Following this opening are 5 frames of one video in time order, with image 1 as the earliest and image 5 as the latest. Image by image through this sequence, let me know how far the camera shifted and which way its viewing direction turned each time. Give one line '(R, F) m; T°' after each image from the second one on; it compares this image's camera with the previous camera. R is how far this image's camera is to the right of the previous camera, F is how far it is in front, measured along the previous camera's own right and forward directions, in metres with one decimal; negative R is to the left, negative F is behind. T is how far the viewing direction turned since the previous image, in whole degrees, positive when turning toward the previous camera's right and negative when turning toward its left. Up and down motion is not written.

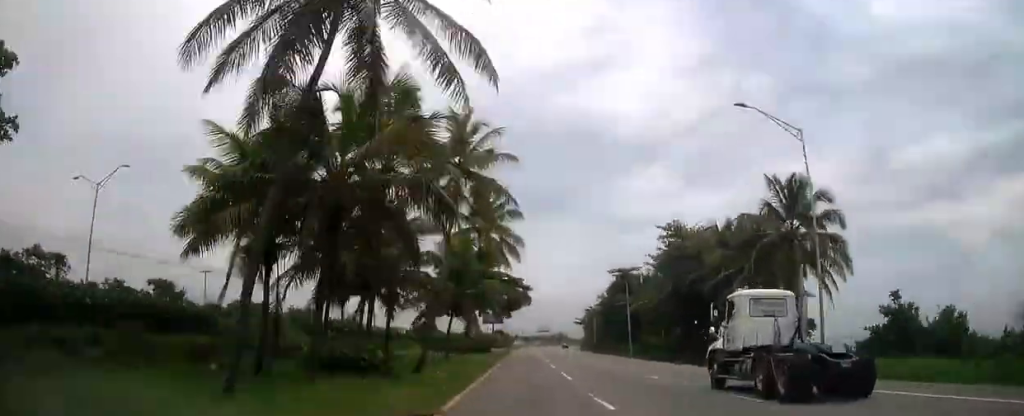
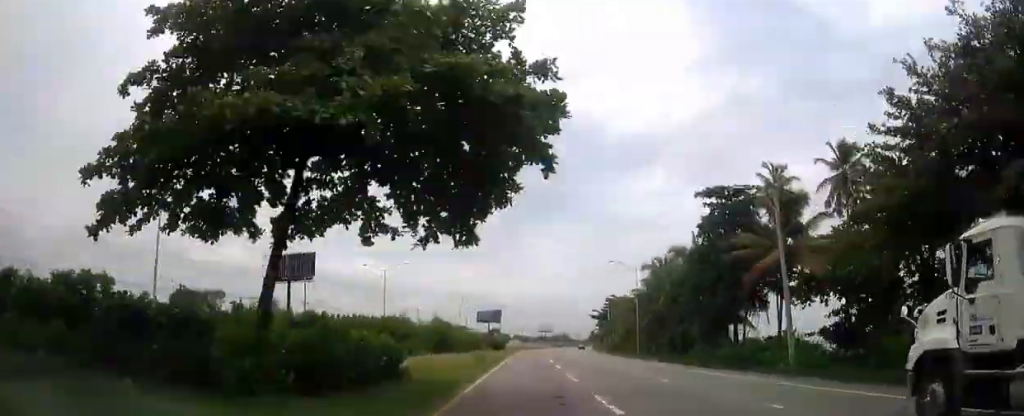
(-0.4, +48.2) m; 0°
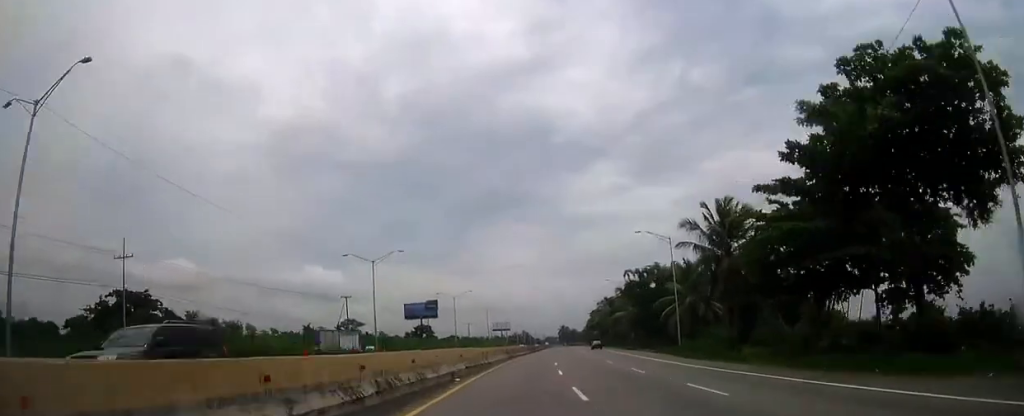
(+2.3, +116.7) m; +4°
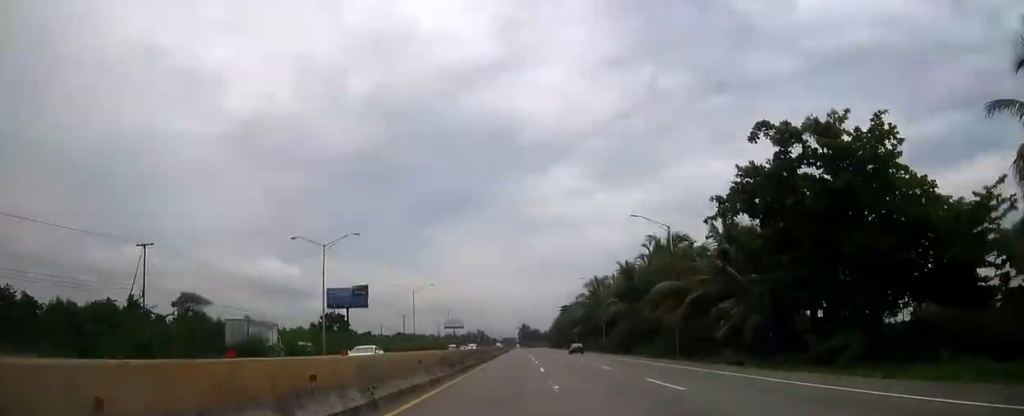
(+1.9, +60.0) m; +3°
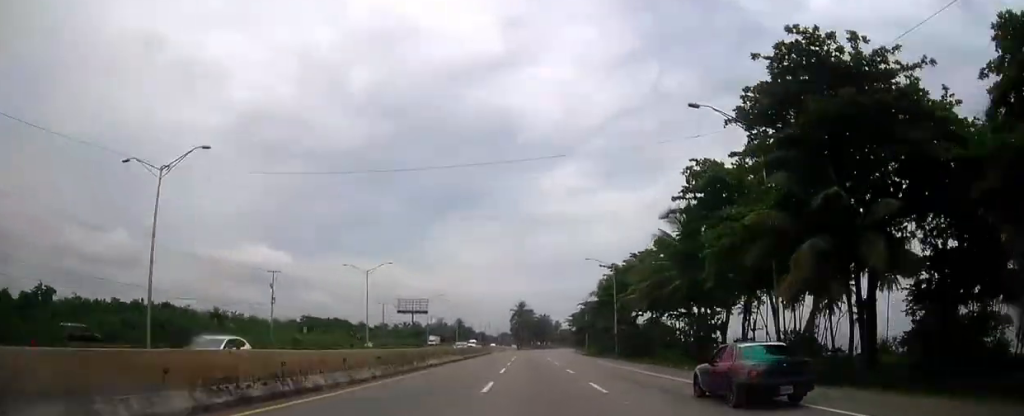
(+4.0, +174.7) m; +1°
